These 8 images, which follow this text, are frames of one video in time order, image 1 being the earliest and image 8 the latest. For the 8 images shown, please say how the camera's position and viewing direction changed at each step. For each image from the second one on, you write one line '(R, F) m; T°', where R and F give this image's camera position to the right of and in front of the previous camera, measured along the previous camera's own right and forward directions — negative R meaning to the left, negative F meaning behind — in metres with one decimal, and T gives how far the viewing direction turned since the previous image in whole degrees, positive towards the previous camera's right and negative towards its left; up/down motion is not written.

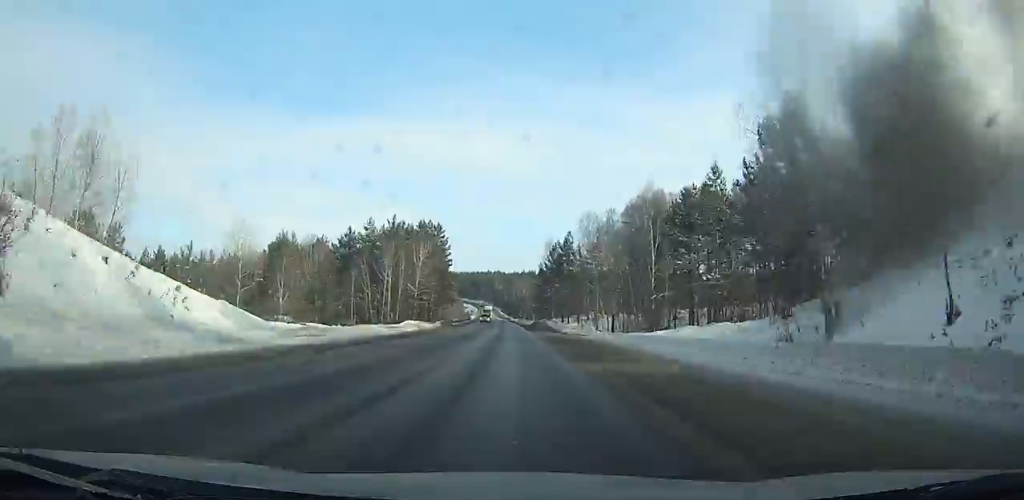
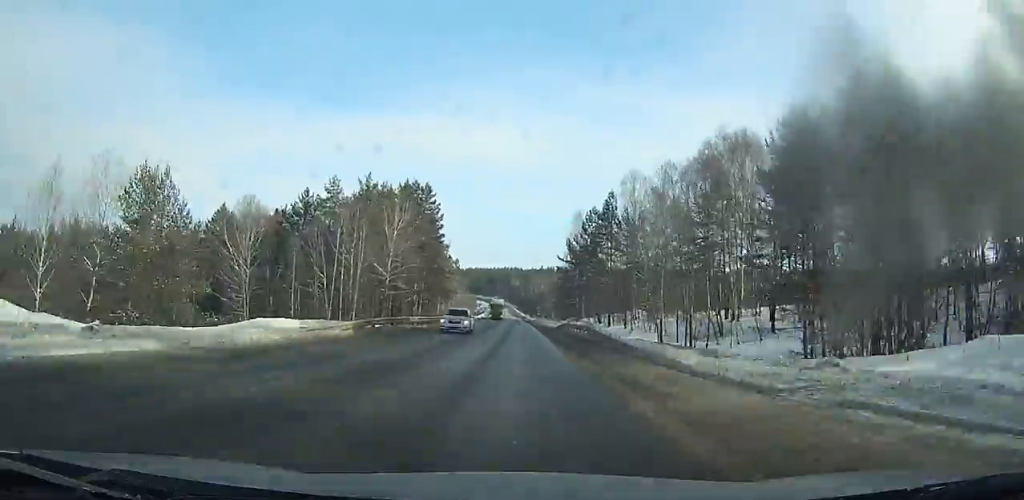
(-0.4, +33.6) m; -1°
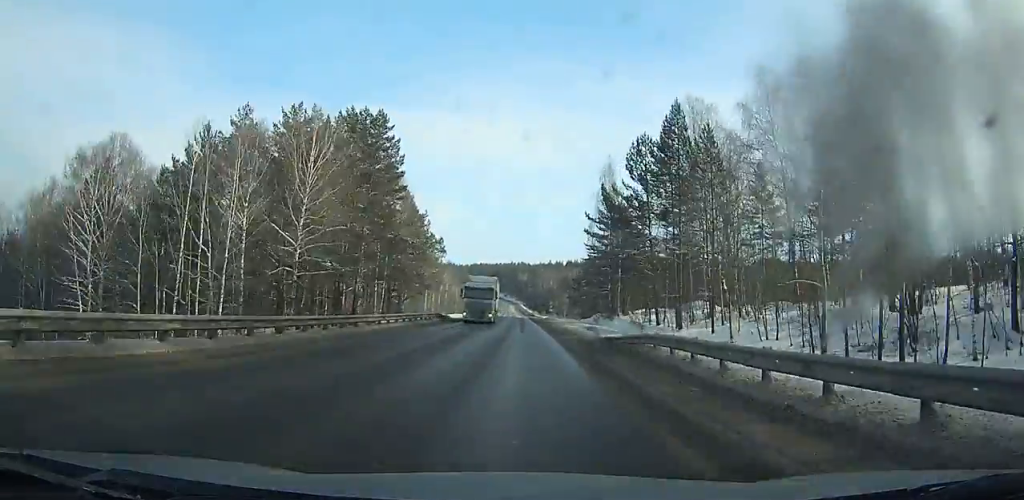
(-0.6, +31.9) m; -1°
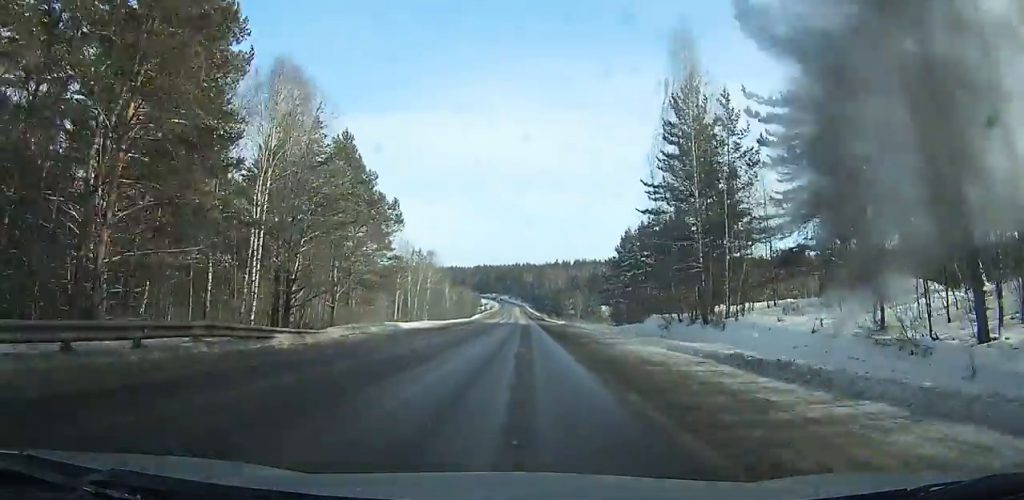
(-0.2, +34.2) m; -1°
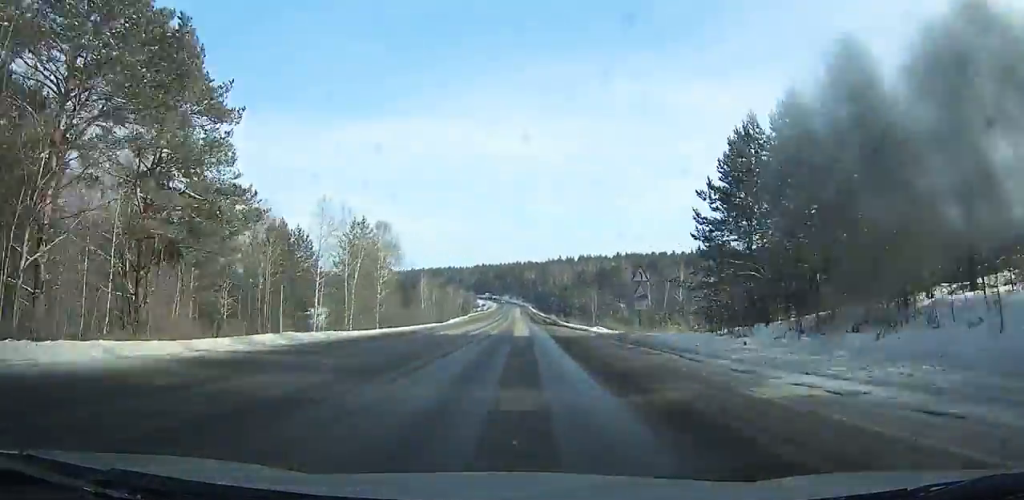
(-0.2, +37.0) m; 0°
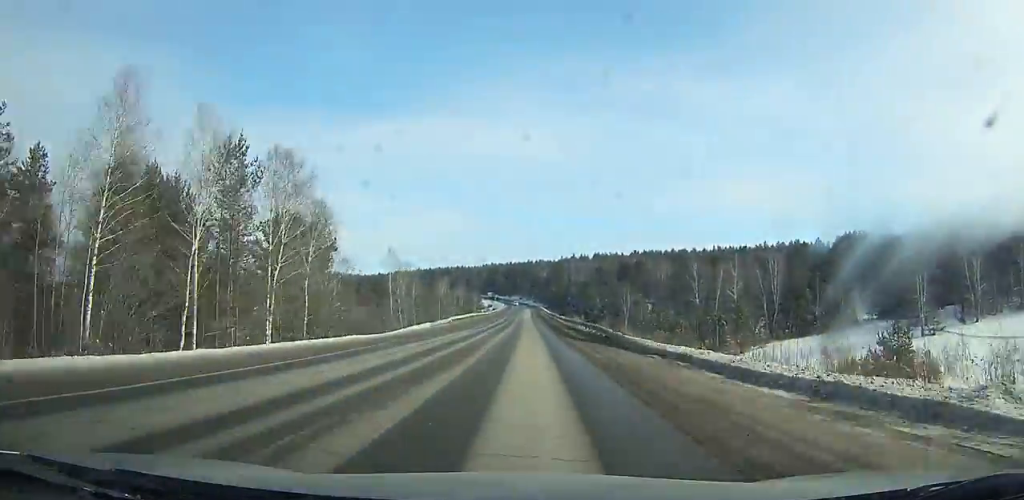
(-0.1, +34.8) m; 0°
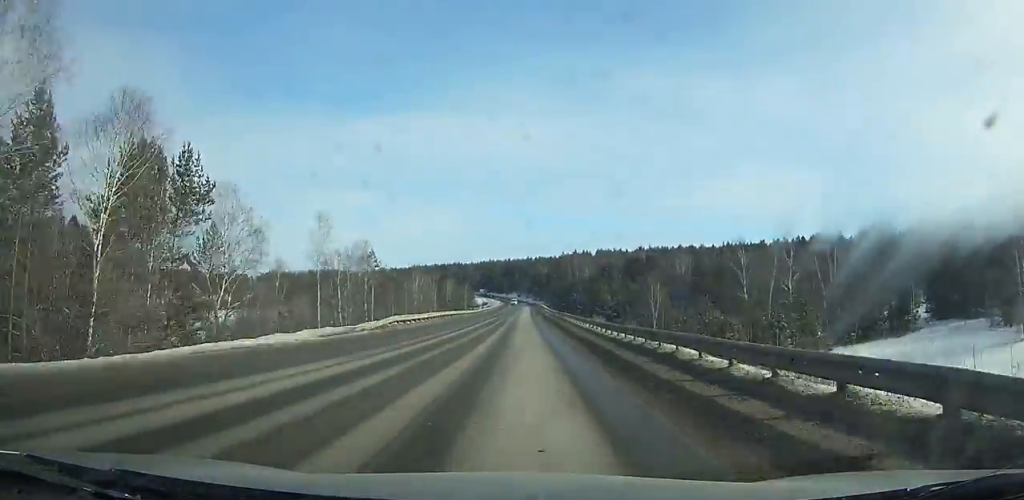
(-0.1, +27.9) m; 0°
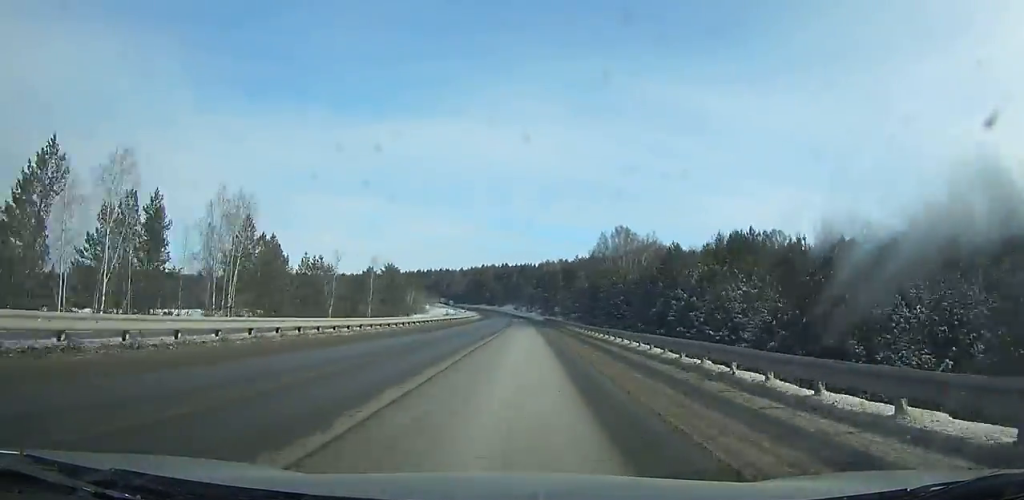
(-0.5, +123.1) m; -1°
